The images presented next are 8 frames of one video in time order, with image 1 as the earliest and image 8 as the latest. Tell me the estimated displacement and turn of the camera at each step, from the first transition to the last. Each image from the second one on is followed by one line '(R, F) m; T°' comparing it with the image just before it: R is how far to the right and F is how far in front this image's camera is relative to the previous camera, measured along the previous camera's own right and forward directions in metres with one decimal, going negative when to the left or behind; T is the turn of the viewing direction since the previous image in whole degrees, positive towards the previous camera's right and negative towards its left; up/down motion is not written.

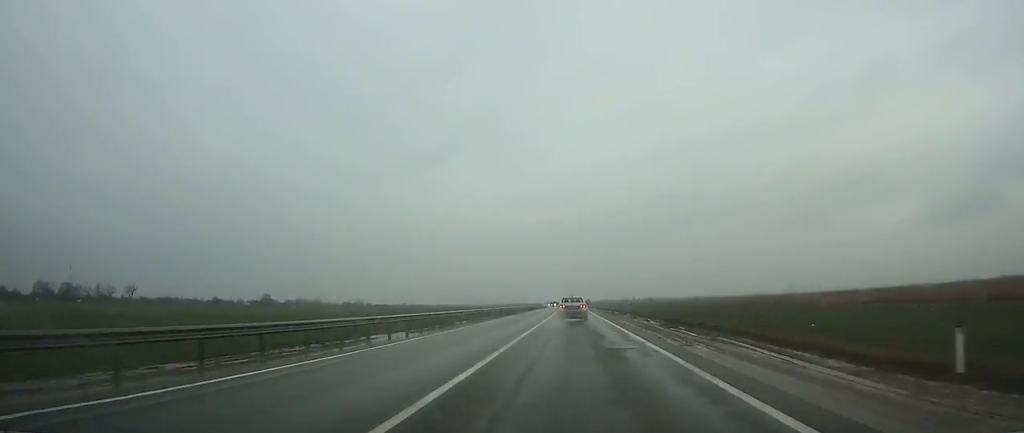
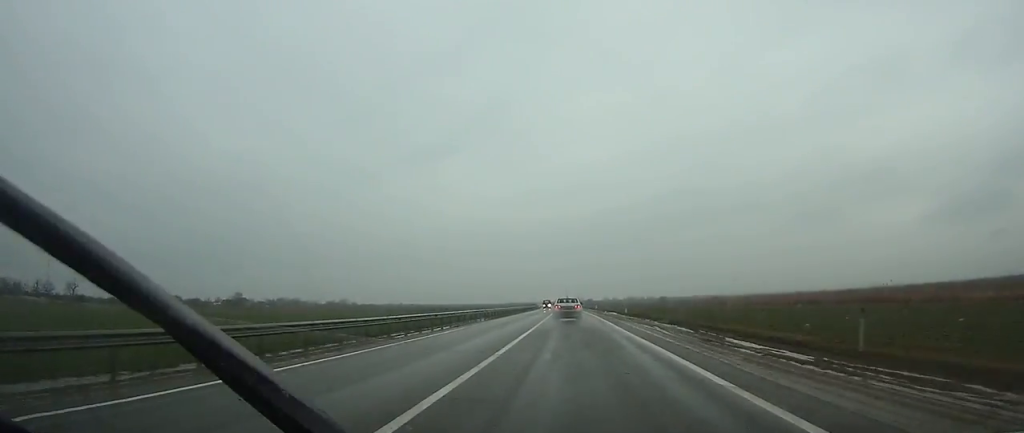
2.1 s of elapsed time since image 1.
(+0.1, +47.9) m; 0°
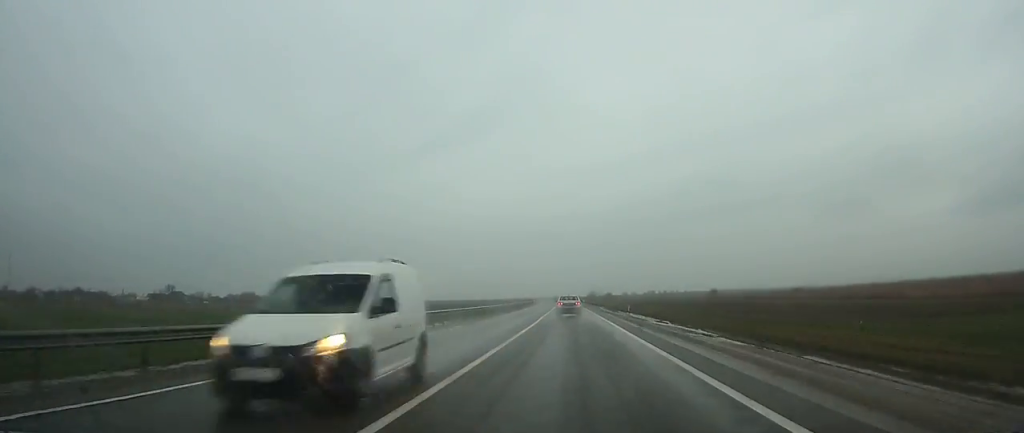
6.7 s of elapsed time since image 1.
(-0.9, +104.2) m; -1°
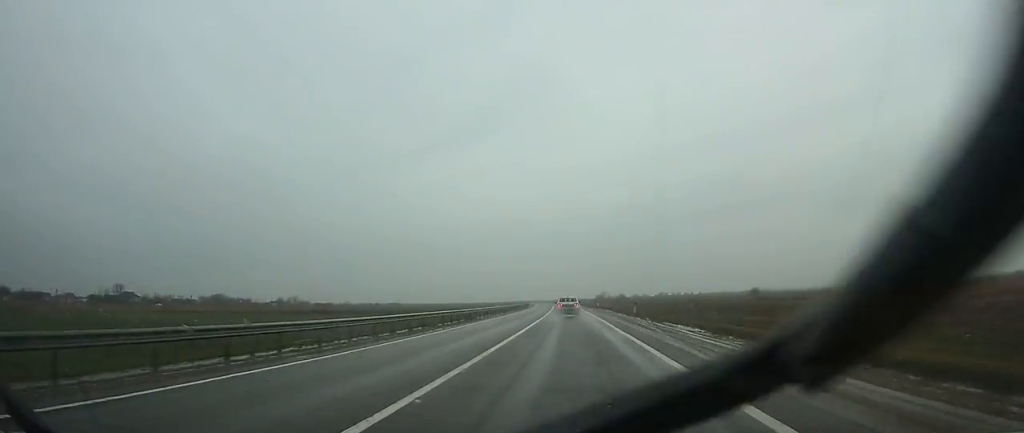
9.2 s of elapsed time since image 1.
(-0.4, +56.7) m; -1°
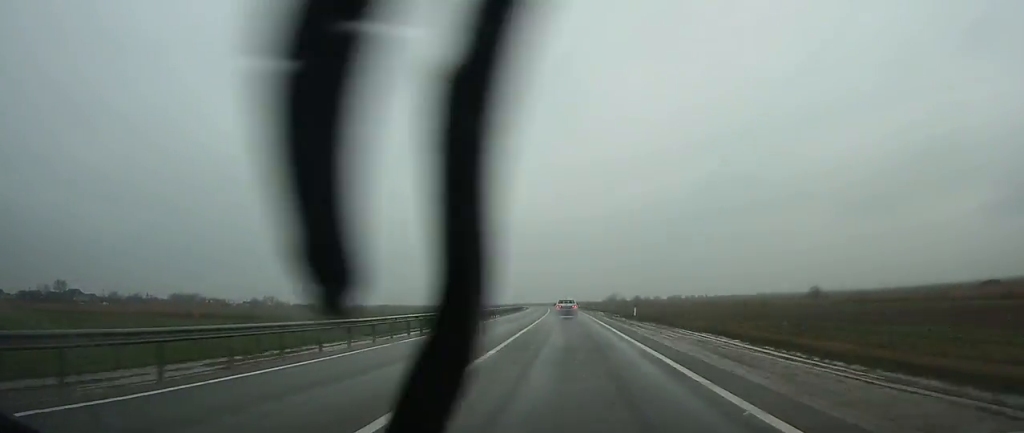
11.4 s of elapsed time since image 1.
(-0.5, +51.0) m; -1°
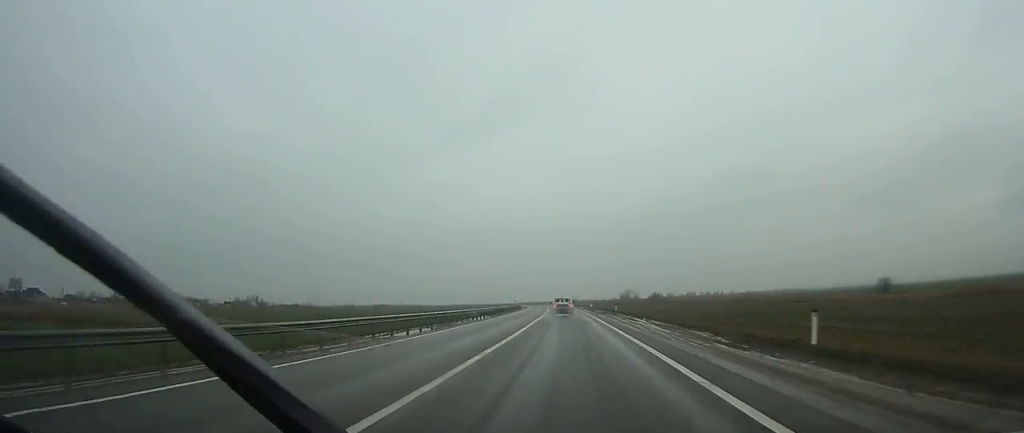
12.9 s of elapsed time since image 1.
(-0.1, +35.8) m; -1°
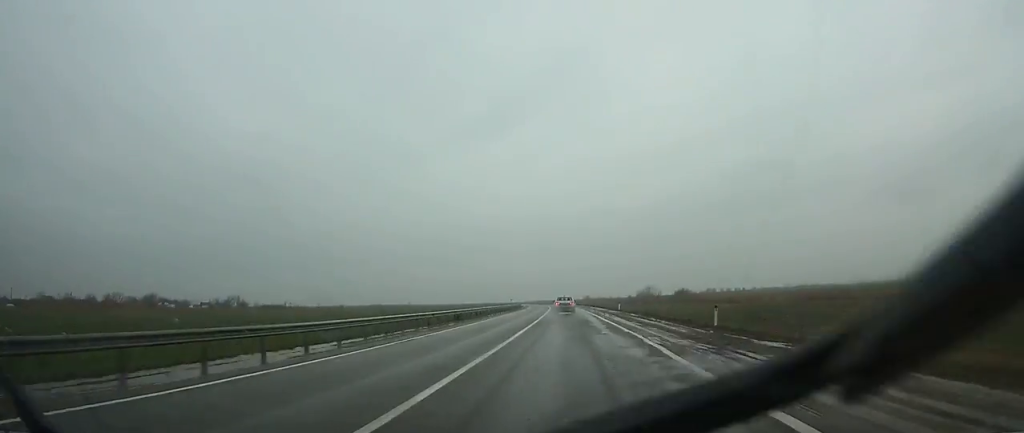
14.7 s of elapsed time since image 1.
(-0.4, +40.6) m; -1°
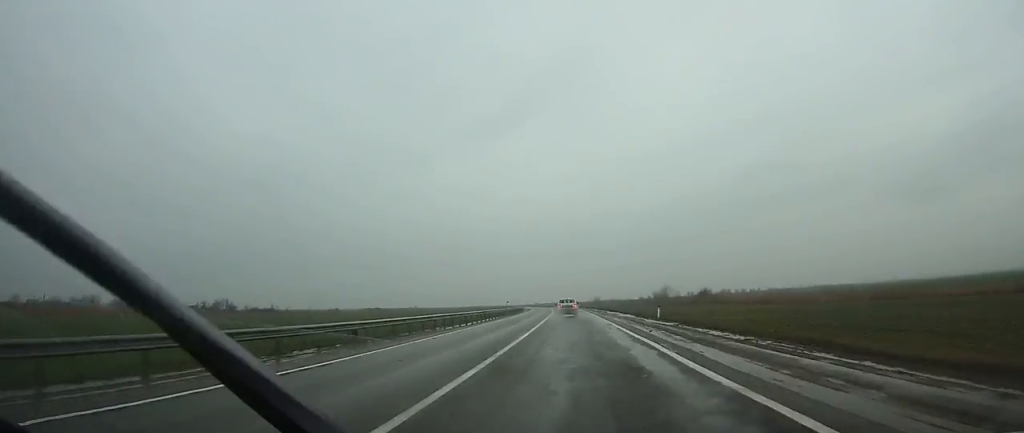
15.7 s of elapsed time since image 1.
(-0.3, +23.5) m; -1°
